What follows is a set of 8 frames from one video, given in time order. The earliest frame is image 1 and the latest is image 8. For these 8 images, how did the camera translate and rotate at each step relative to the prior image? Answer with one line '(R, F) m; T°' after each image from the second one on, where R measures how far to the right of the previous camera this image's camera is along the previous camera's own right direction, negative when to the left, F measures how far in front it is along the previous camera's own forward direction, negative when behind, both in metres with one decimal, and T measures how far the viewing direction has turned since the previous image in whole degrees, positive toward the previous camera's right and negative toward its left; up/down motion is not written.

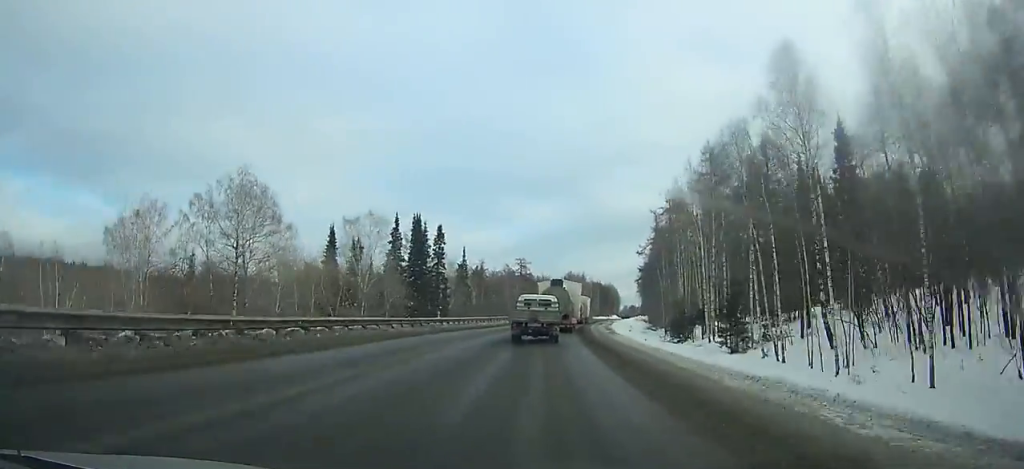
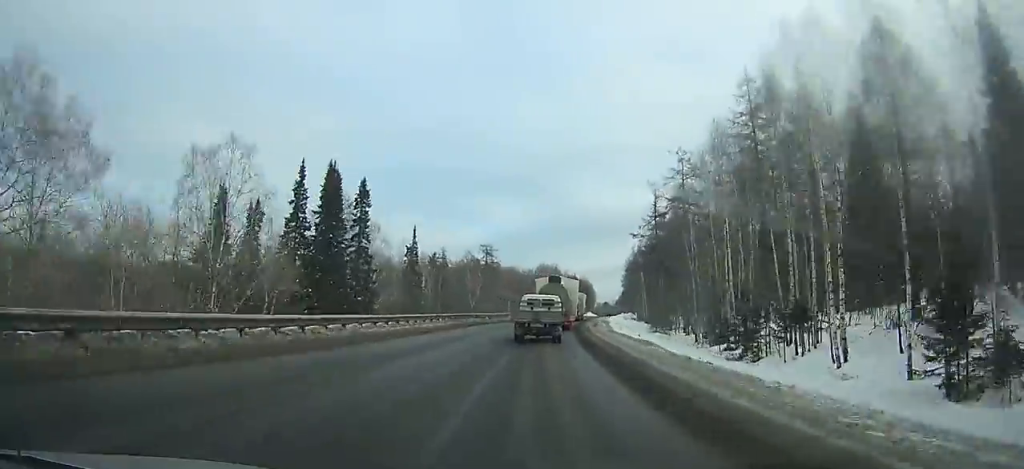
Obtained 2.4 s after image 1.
(+0.8, +26.8) m; +3°
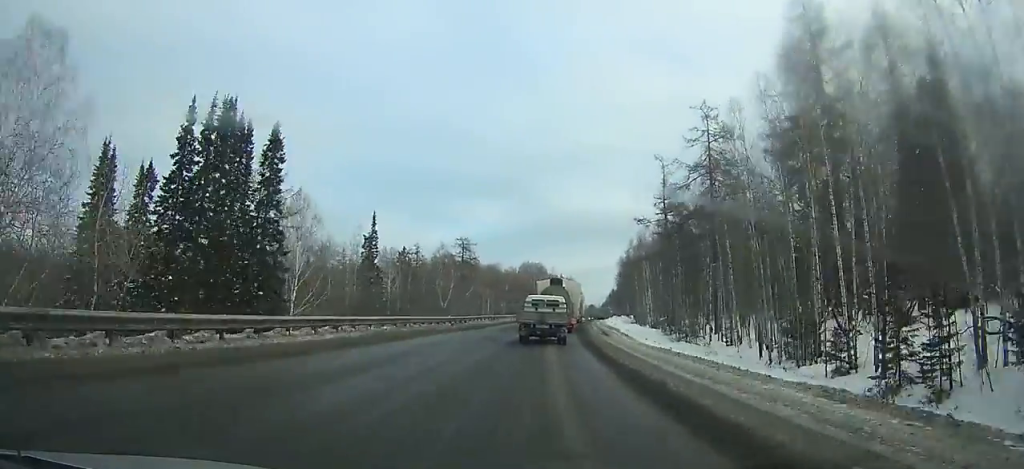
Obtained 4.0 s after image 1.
(+0.3, +17.8) m; +2°
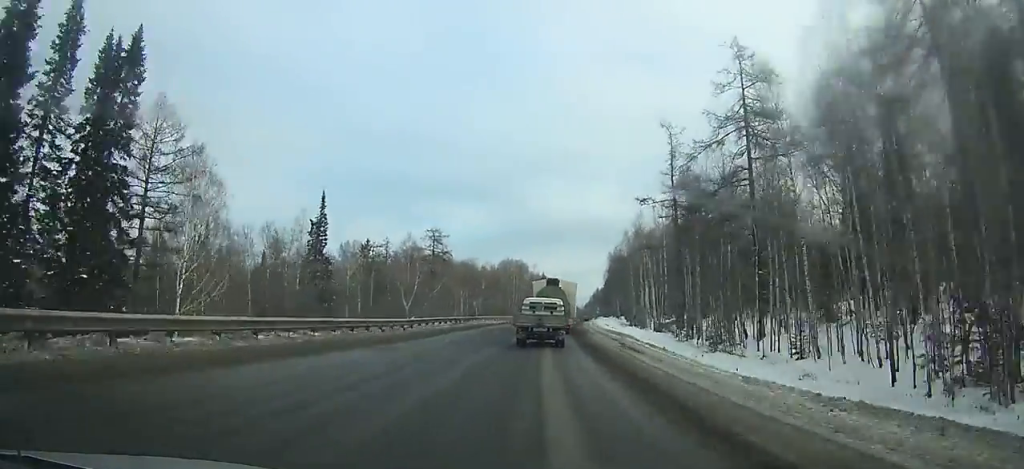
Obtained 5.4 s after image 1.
(+0.2, +15.5) m; +2°
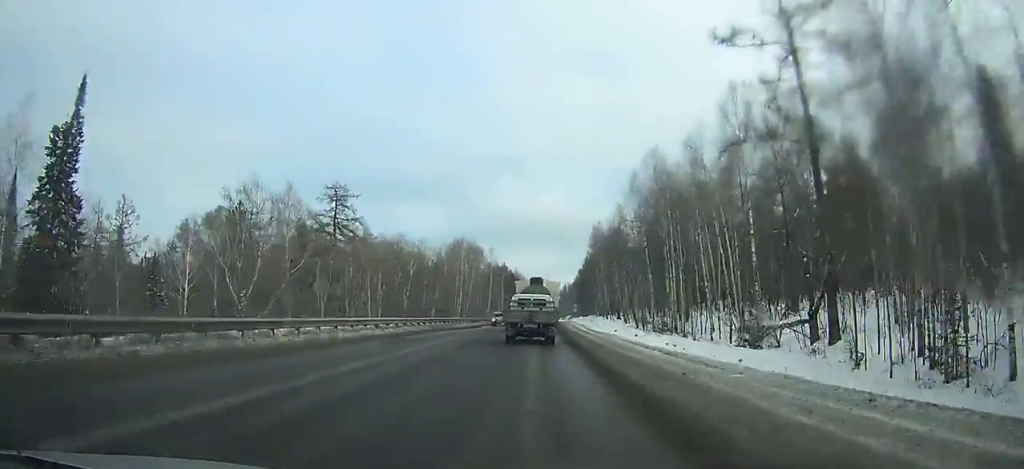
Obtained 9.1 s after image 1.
(+1.5, +40.6) m; +4°
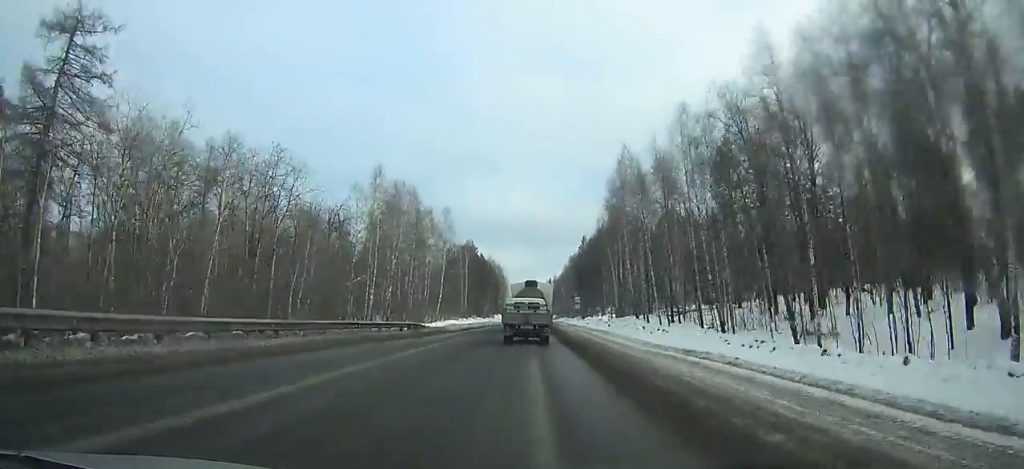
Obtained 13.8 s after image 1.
(+1.6, +51.3) m; +2°
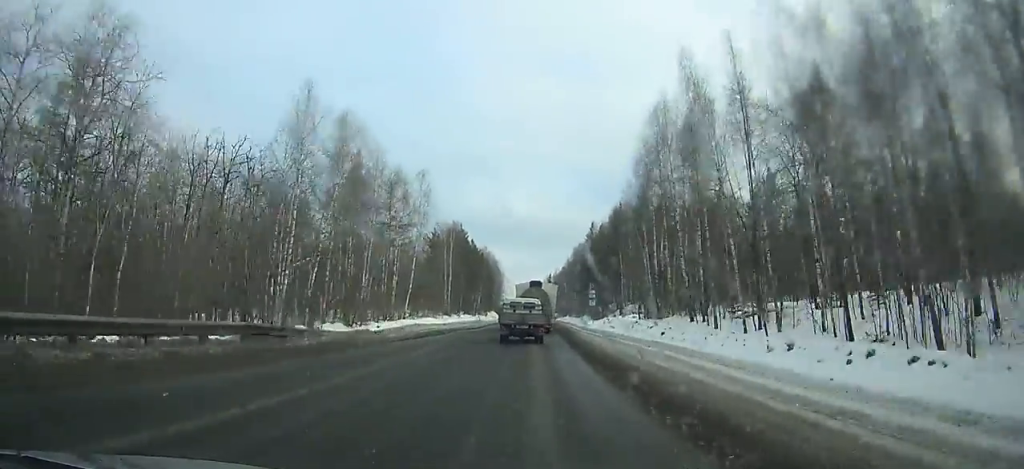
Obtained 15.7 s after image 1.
(-0.2, +21.1) m; 0°
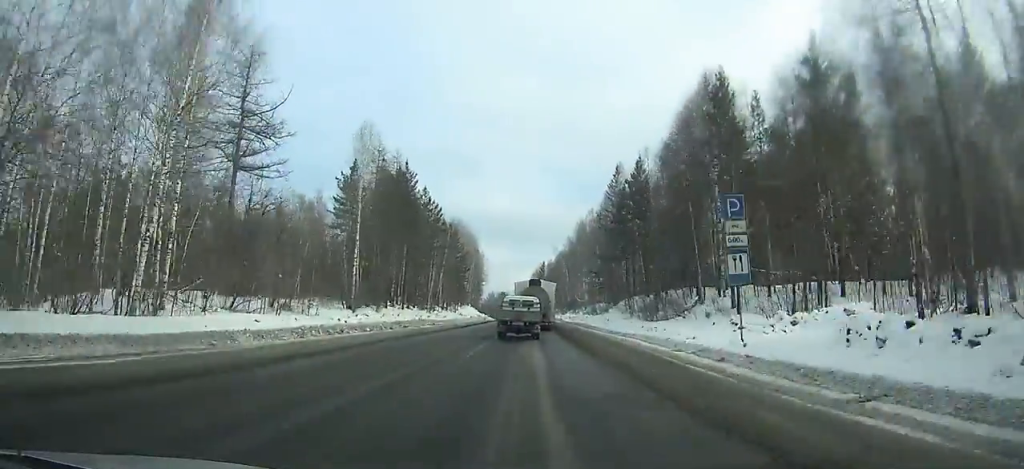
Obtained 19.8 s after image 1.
(+0.5, +46.4) m; +2°
